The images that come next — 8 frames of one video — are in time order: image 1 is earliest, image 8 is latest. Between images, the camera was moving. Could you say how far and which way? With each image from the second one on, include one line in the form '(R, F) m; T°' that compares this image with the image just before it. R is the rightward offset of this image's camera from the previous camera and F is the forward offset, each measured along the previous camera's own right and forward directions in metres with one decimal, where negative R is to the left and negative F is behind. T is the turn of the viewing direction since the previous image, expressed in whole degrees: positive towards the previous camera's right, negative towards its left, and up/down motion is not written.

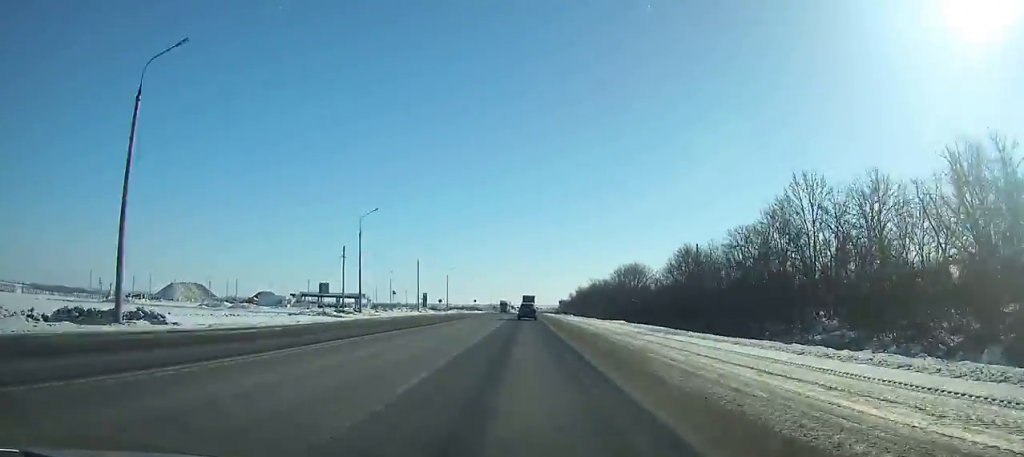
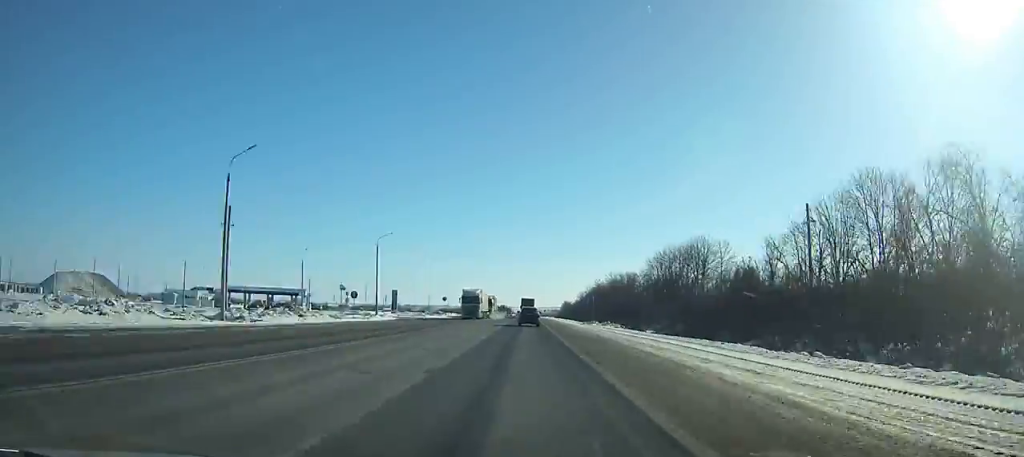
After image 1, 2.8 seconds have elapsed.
(-0.1, +64.6) m; 0°
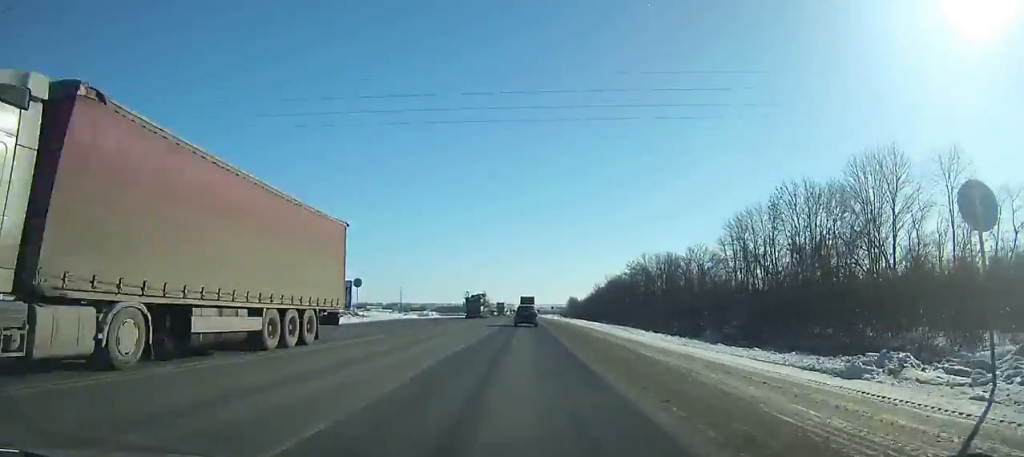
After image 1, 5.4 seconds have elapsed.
(-0.1, +58.7) m; 0°
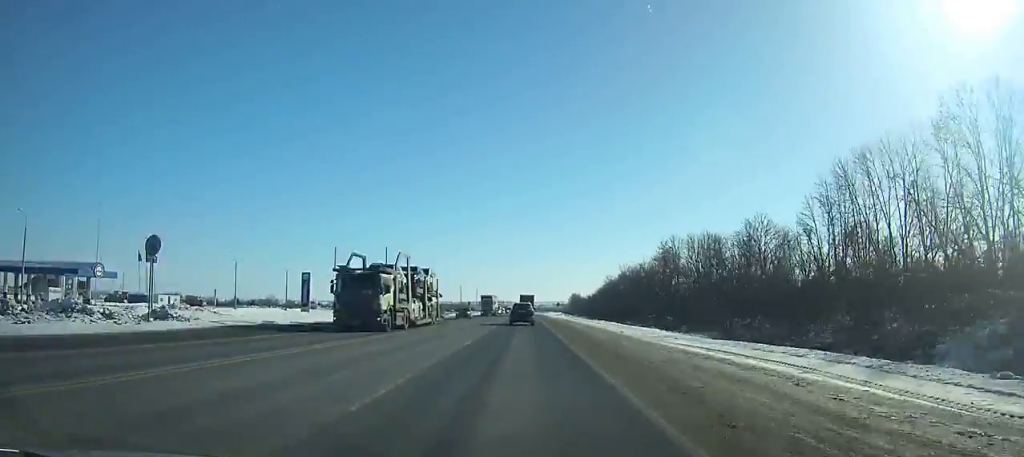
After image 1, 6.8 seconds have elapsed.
(0.0, +31.0) m; 0°
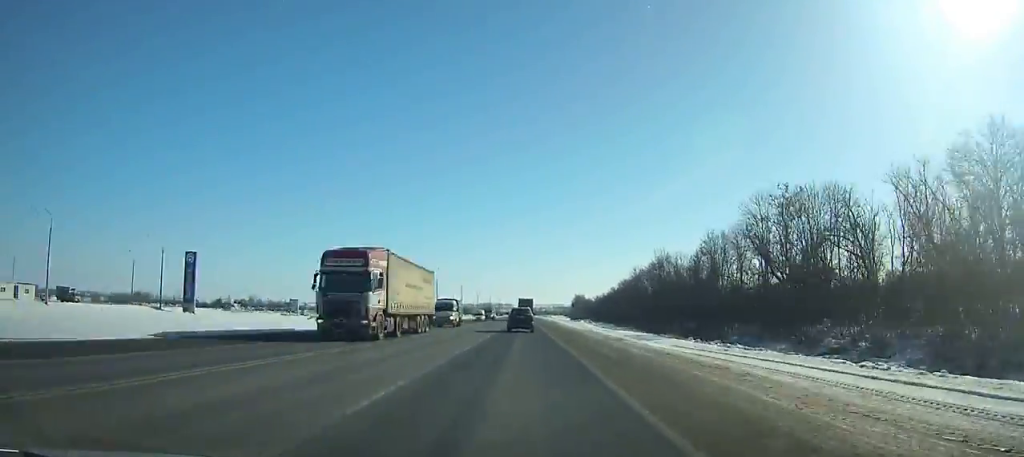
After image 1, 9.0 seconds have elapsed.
(0.0, +48.2) m; 0°
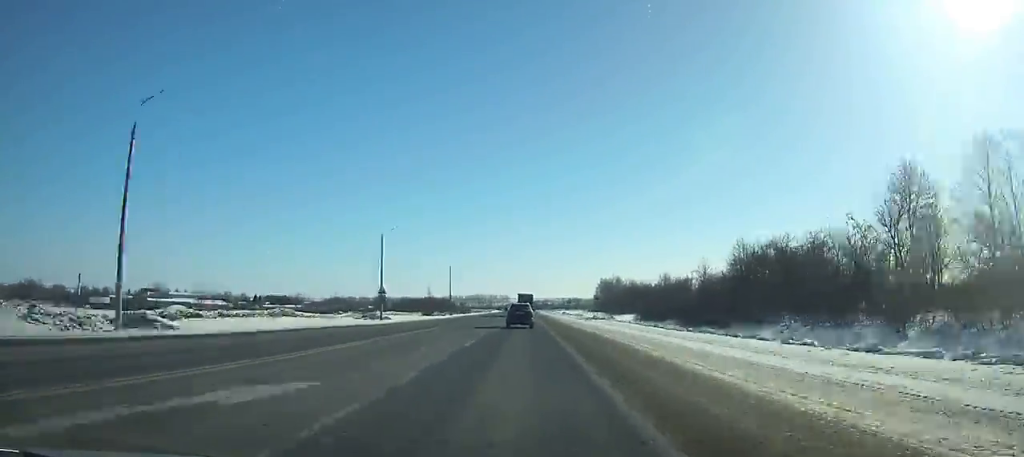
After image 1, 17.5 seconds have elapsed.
(+1.0, +181.6) m; +1°
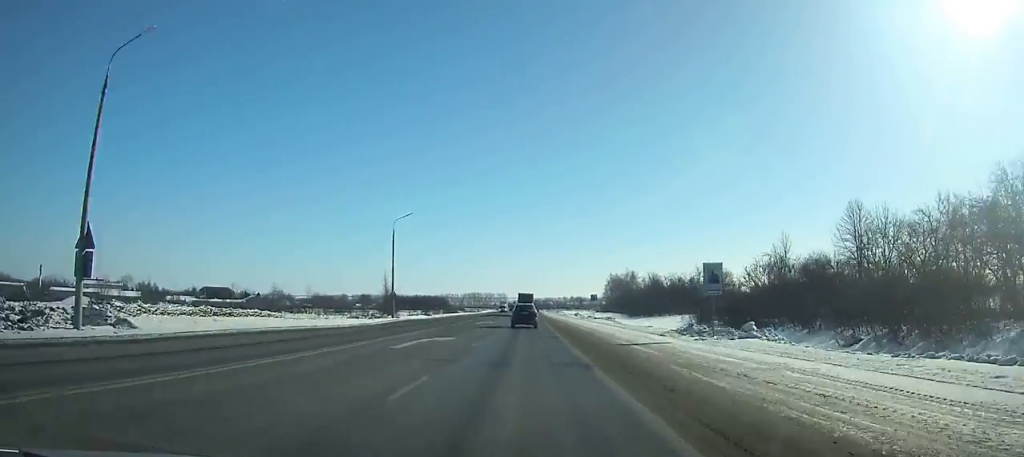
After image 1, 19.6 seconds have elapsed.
(-0.2, +44.3) m; 0°
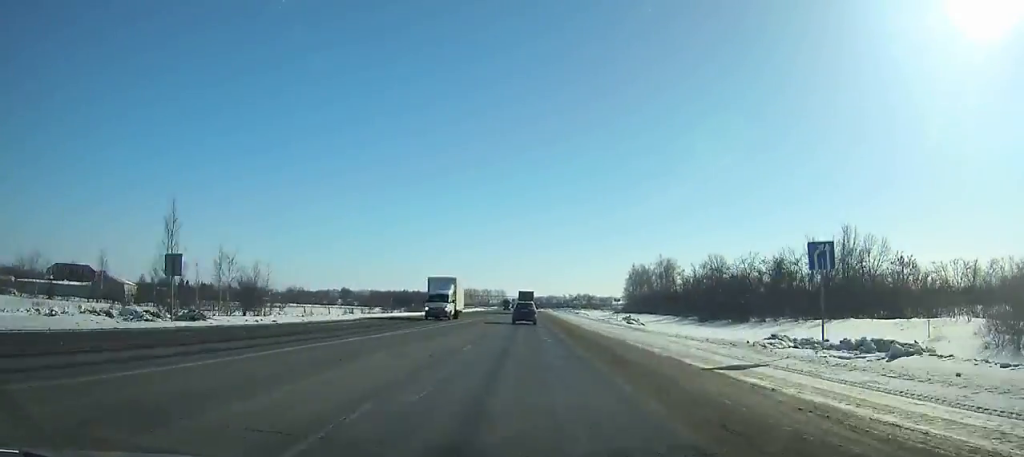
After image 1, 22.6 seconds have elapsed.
(+0.1, +63.4) m; 0°
